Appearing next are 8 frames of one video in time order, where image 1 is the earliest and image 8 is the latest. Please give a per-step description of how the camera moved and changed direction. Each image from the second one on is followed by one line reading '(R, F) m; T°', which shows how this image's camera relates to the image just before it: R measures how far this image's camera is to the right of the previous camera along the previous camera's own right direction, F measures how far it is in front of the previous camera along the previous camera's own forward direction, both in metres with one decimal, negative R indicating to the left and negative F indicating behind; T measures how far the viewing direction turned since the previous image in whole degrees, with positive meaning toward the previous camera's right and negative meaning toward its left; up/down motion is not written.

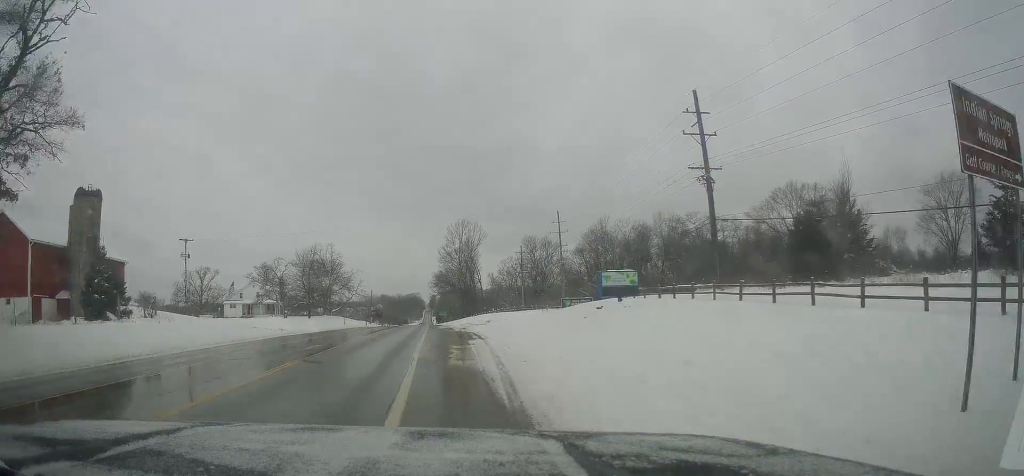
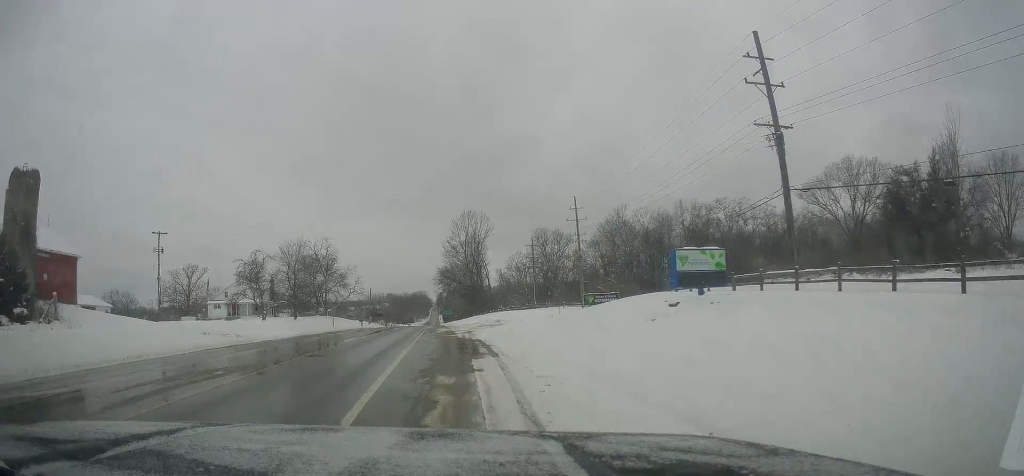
(+0.5, +11.3) m; +2°
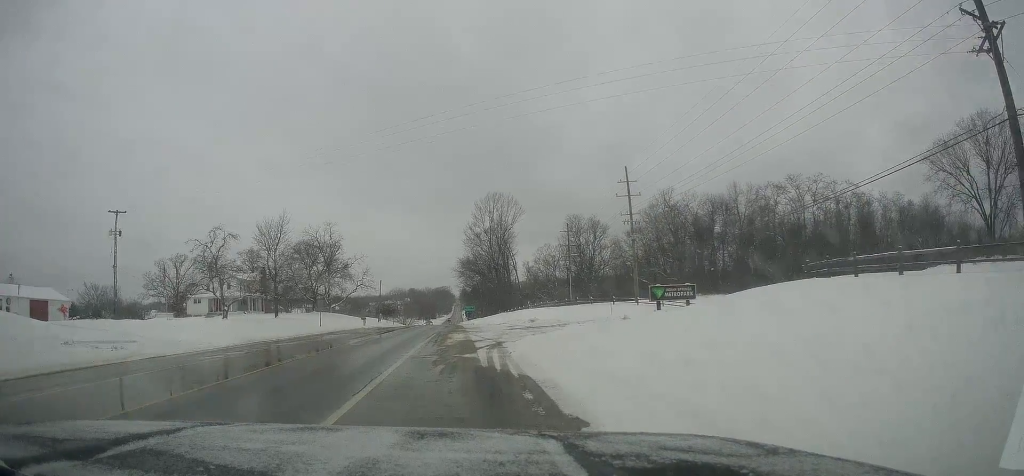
(-0.1, +18.3) m; -2°
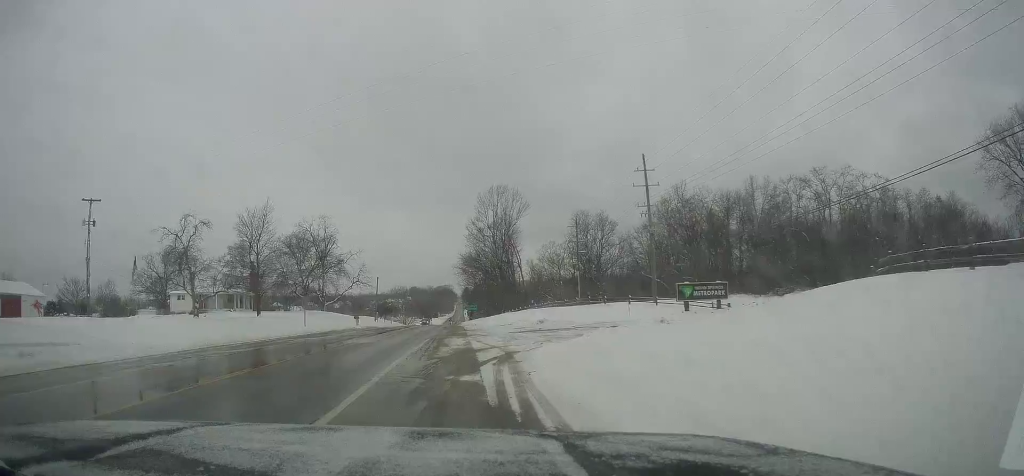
(-0.2, +6.6) m; -2°
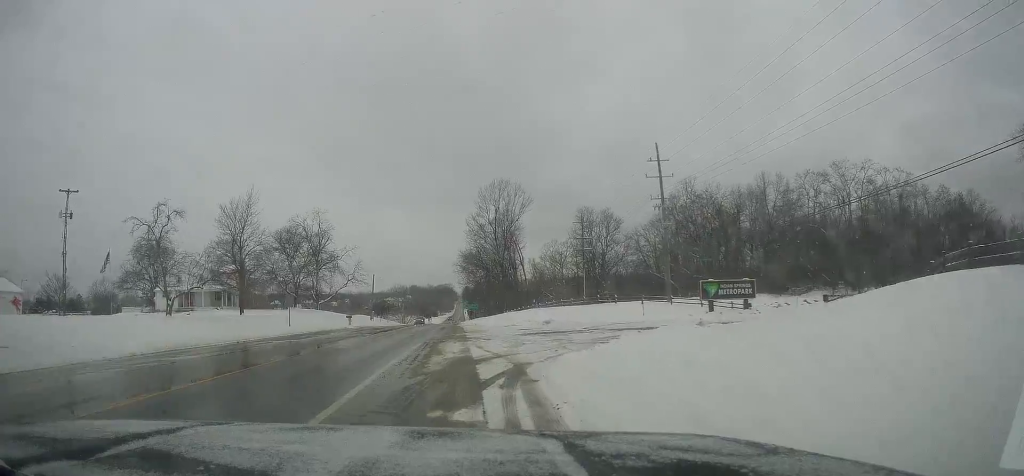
(0.0, +4.6) m; 0°
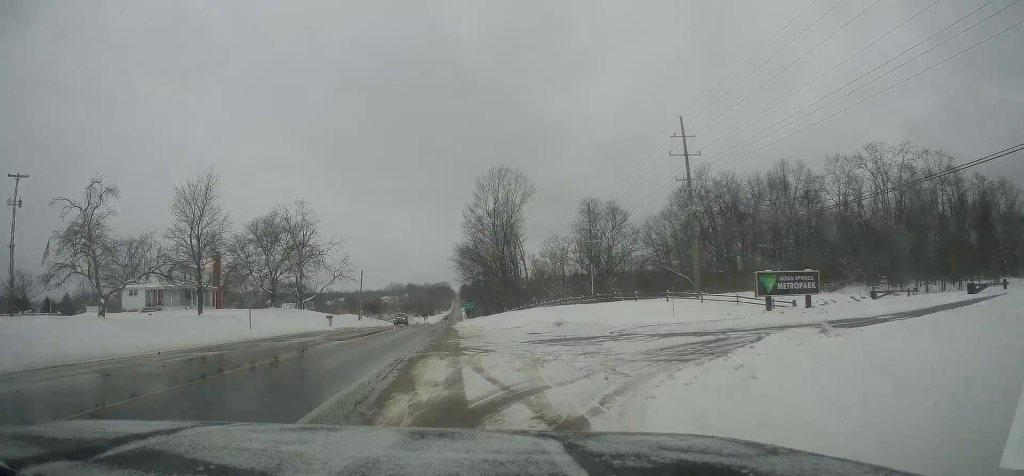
(0.0, +8.9) m; 0°
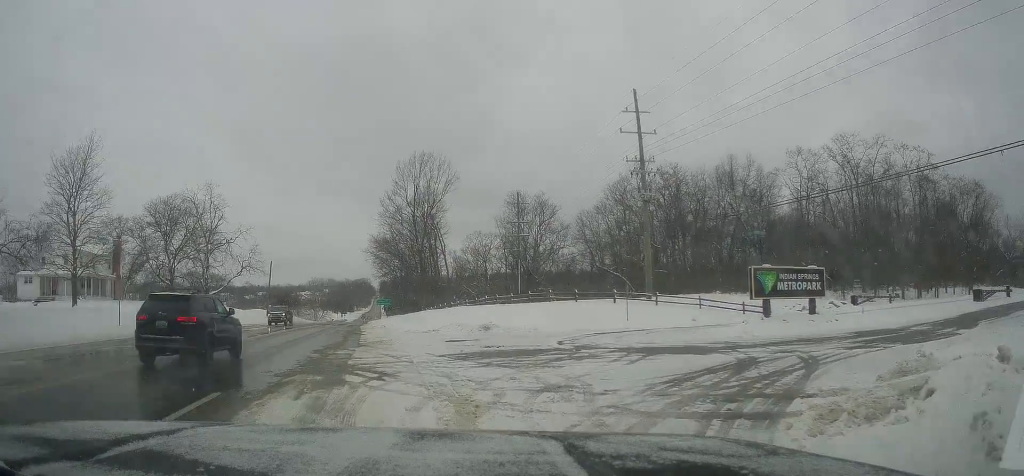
(0.0, +8.6) m; +5°
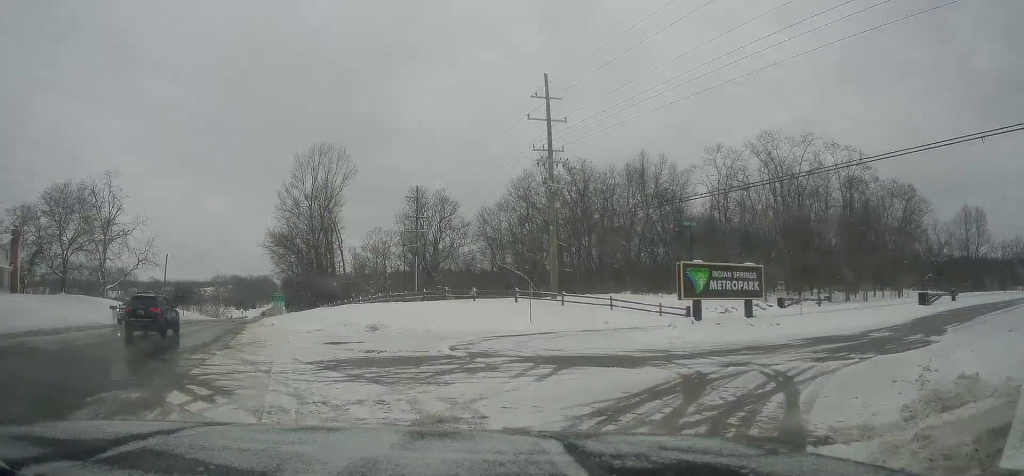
(+0.2, +3.7) m; +8°
